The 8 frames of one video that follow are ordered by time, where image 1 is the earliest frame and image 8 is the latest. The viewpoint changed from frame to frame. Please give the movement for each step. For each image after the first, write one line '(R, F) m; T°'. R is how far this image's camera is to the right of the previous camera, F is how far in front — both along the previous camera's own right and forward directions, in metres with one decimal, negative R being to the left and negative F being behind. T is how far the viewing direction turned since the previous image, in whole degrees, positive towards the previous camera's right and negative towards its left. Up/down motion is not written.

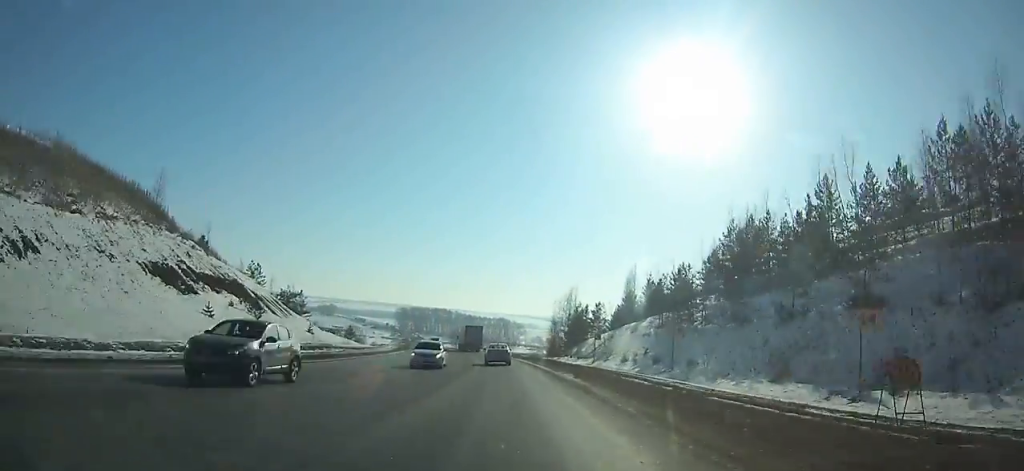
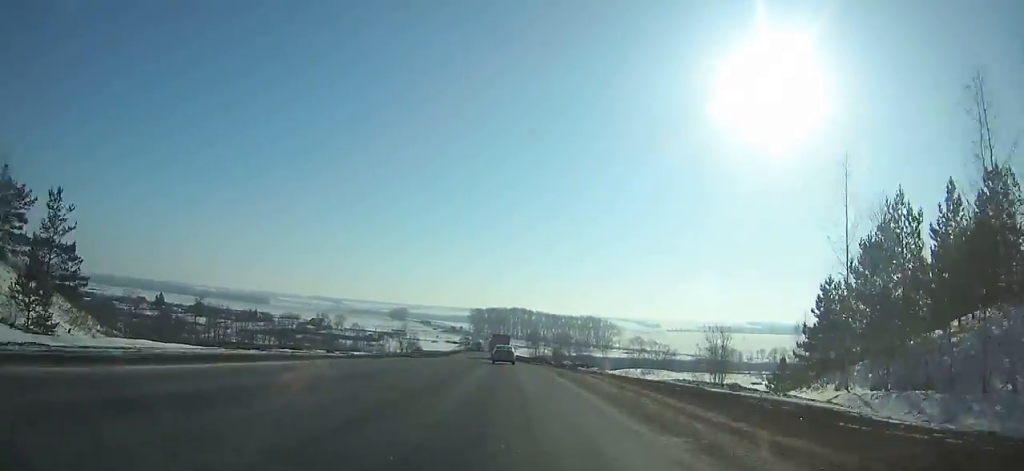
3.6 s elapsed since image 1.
(-4.7, +76.8) m; -6°
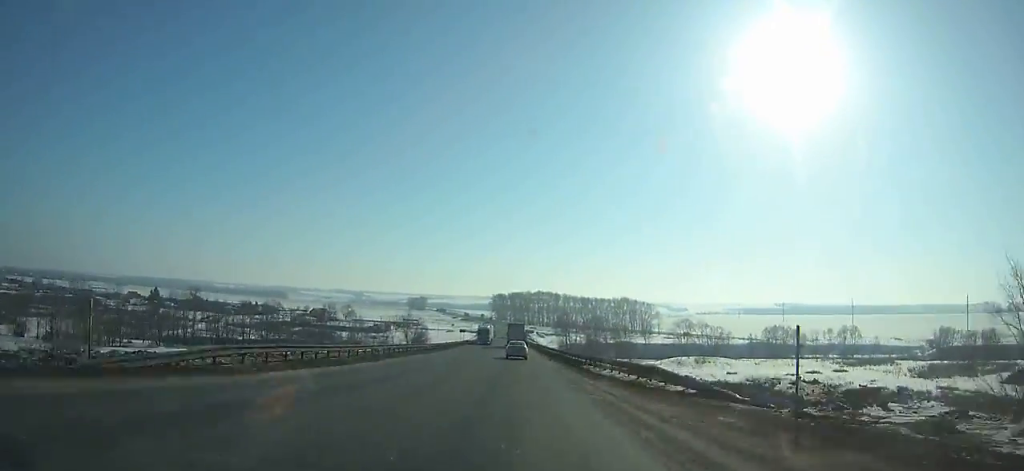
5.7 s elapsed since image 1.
(-1.2, +45.7) m; -2°
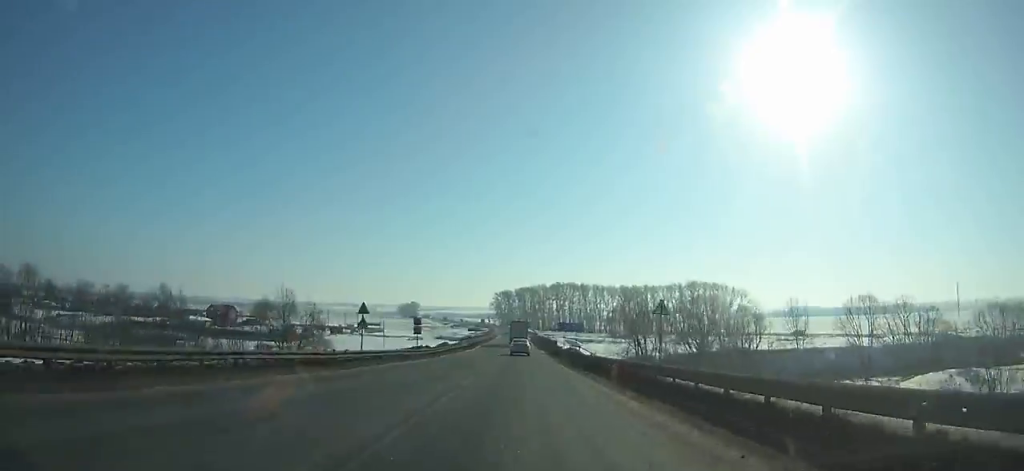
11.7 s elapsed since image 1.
(-2.1, +131.9) m; -1°
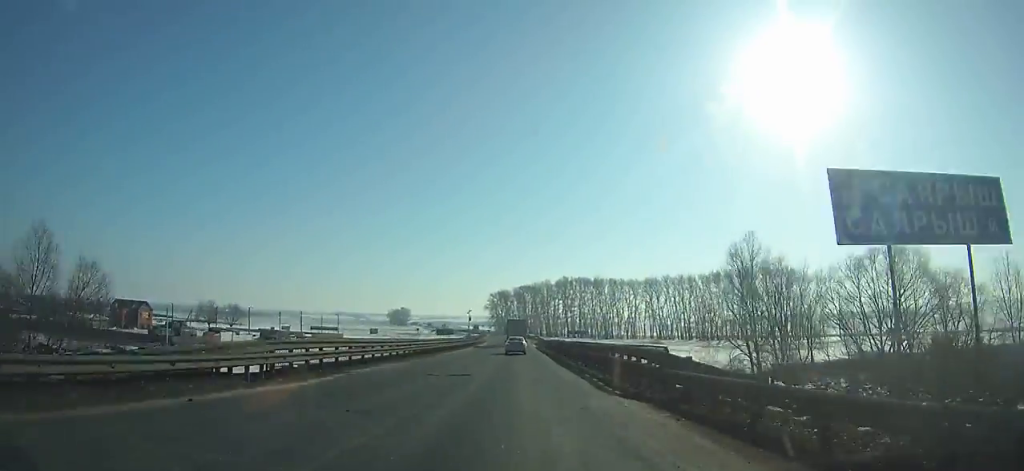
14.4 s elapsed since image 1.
(-0.2, +58.6) m; 0°
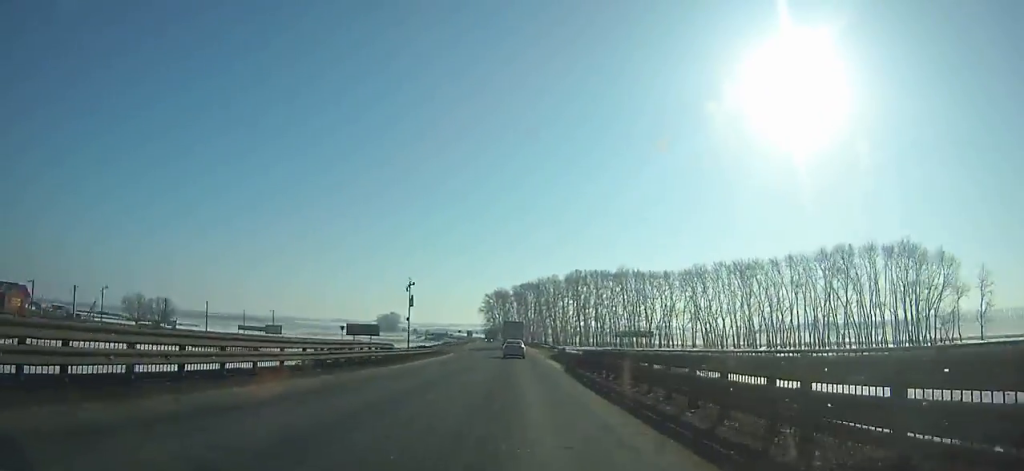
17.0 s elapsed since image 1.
(-0.2, +55.3) m; 0°
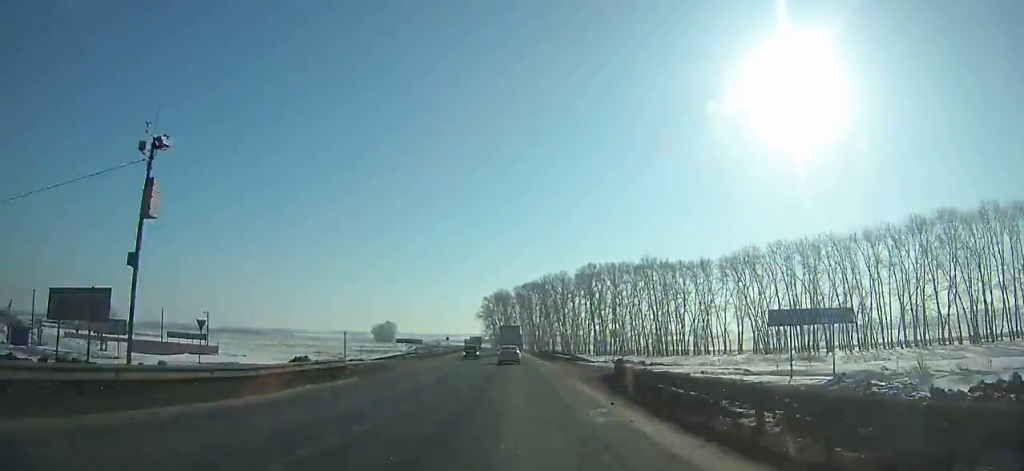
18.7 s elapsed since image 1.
(+0.1, +35.4) m; -1°
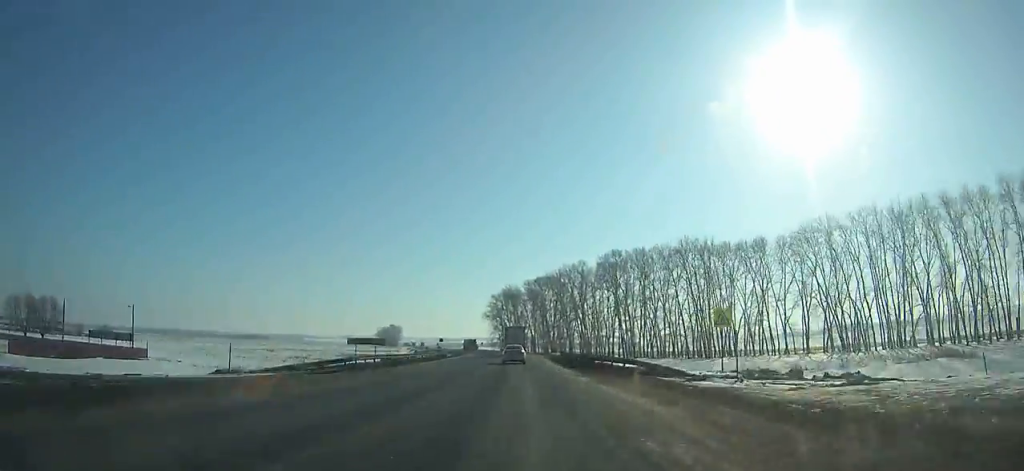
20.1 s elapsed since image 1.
(-0.1, +28.8) m; -1°
